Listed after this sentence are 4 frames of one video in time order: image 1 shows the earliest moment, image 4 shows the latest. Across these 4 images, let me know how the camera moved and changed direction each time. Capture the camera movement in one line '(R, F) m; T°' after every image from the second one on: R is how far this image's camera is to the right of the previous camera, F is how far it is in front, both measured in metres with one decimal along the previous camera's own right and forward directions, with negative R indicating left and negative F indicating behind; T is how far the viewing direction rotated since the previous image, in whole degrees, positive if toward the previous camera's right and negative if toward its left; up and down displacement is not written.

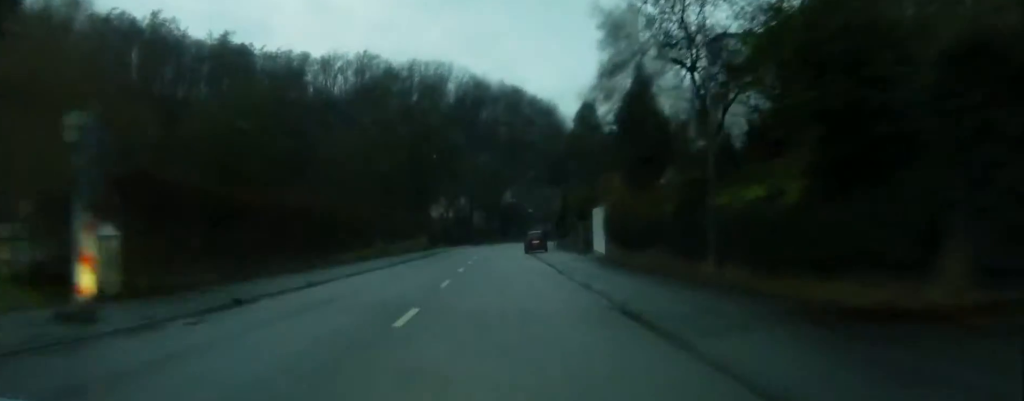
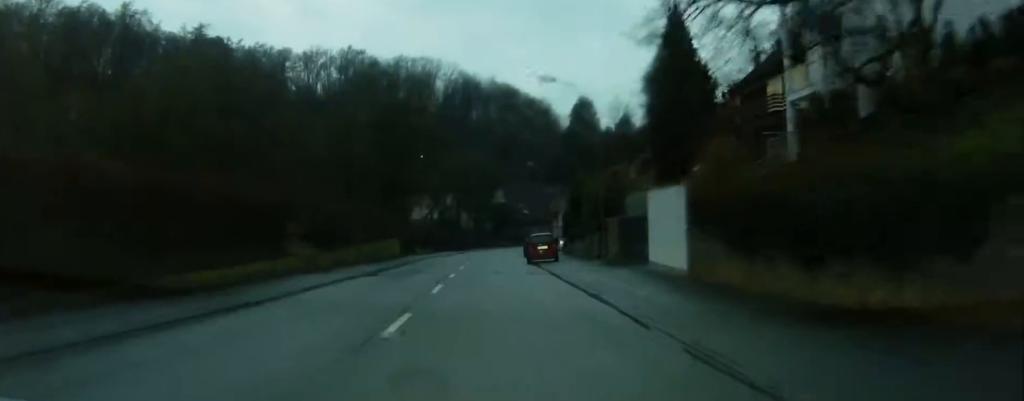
(+0.1, +19.3) m; +1°
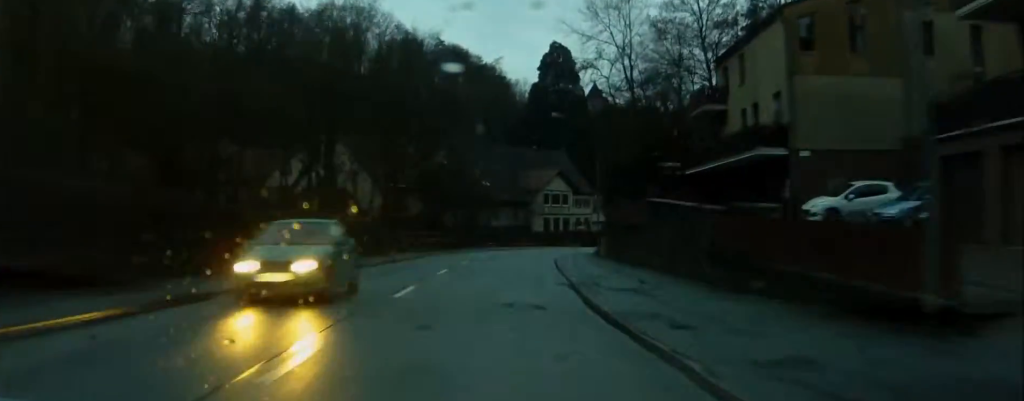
(+2.2, +75.1) m; +4°
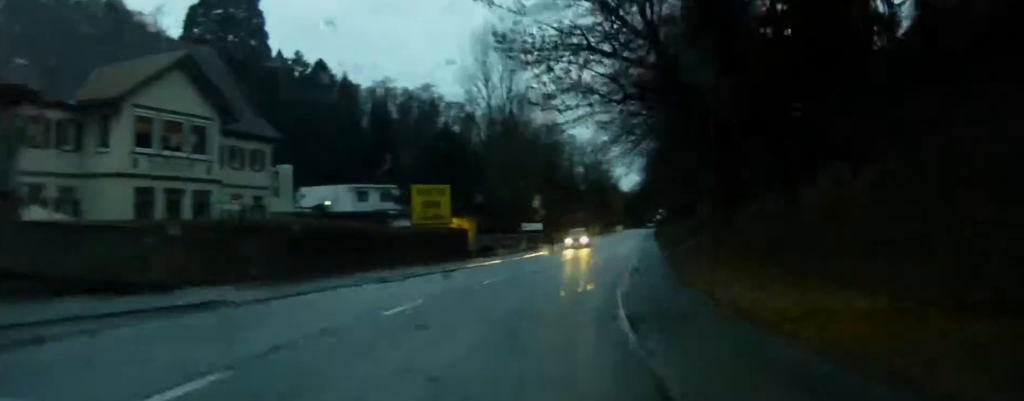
(+4.1, +73.7) m; +16°
